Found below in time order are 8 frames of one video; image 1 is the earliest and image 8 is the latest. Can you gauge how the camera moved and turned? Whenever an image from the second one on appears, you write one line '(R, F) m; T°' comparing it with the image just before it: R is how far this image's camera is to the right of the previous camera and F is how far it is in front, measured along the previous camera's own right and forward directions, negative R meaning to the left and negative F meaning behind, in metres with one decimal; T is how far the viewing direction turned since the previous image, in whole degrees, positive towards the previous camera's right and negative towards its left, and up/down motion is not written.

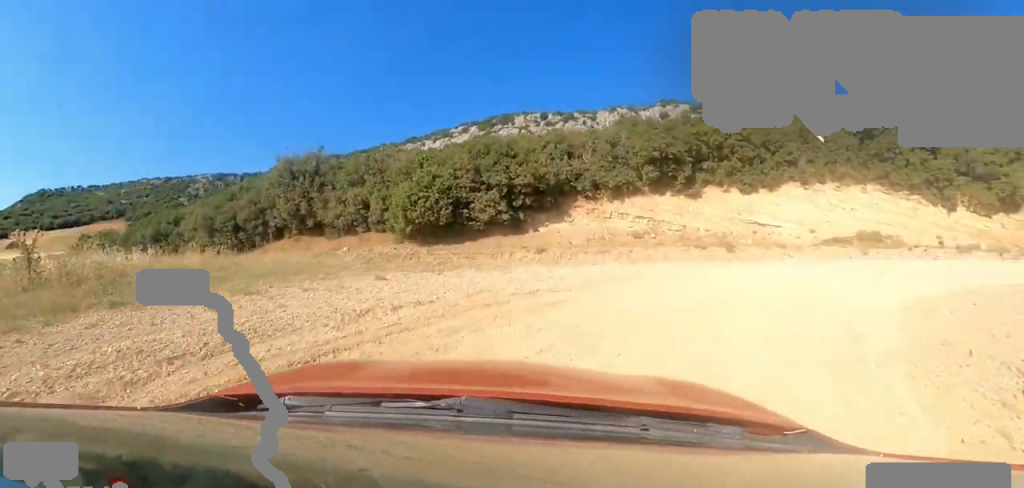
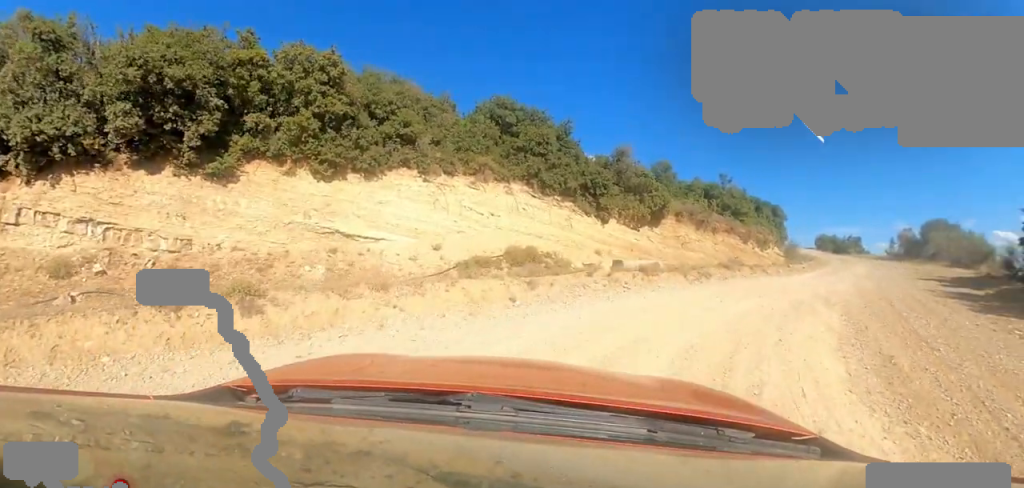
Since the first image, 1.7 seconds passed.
(+3.1, +6.9) m; +46°
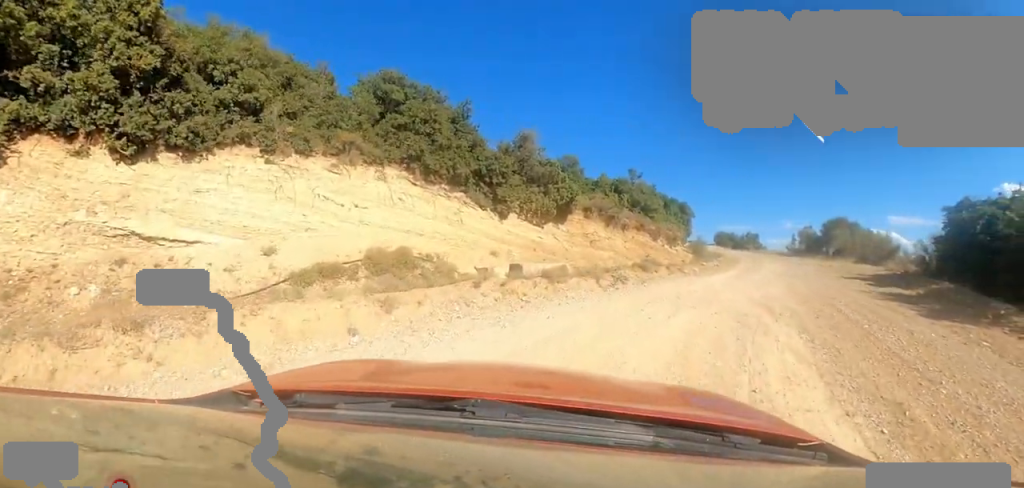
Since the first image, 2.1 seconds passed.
(+0.3, +1.9) m; +18°
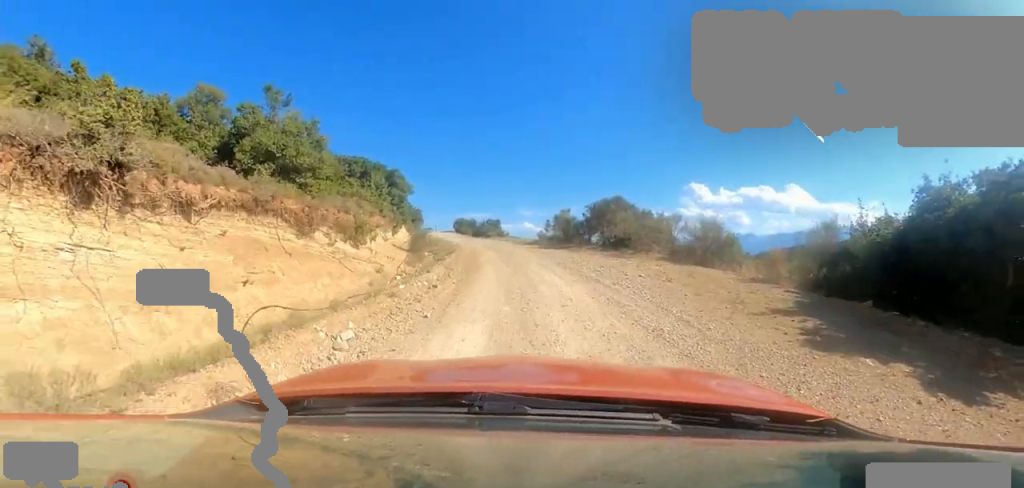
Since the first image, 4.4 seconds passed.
(+6.4, +8.1) m; +55°
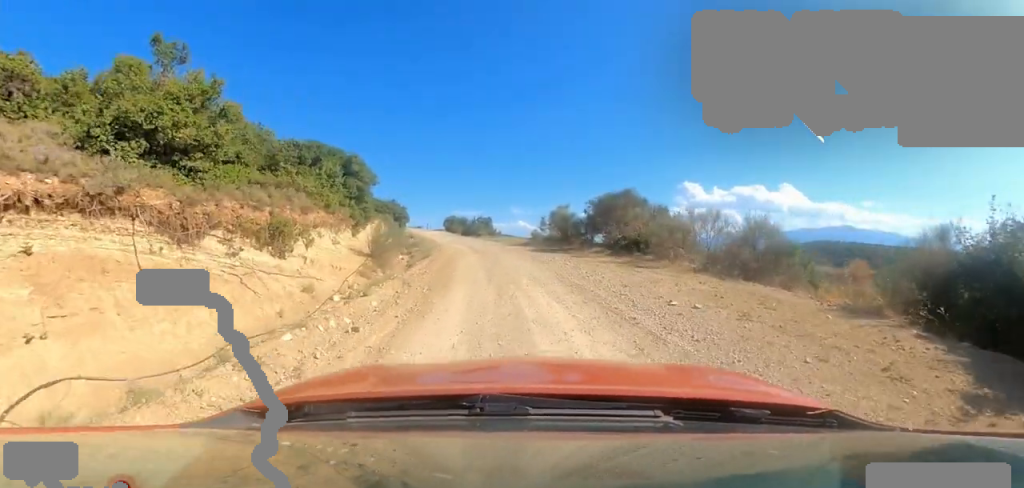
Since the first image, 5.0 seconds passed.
(0.0, +3.3) m; +5°
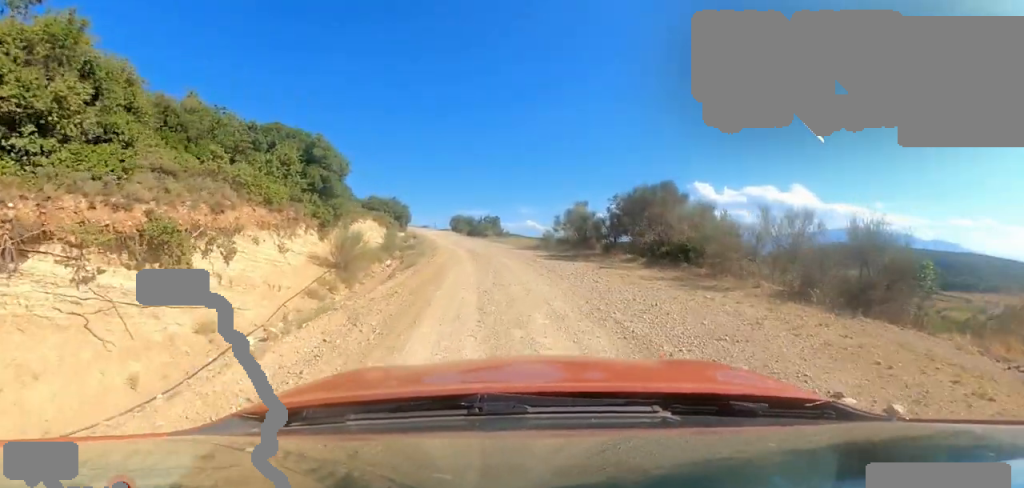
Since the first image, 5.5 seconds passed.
(+0.3, +3.0) m; +6°
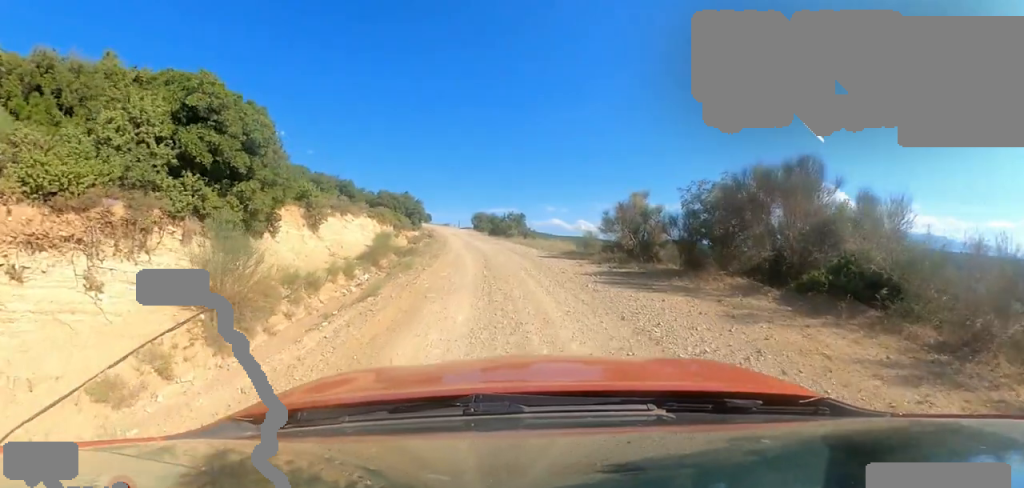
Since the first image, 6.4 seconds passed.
(+0.3, +5.1) m; -4°
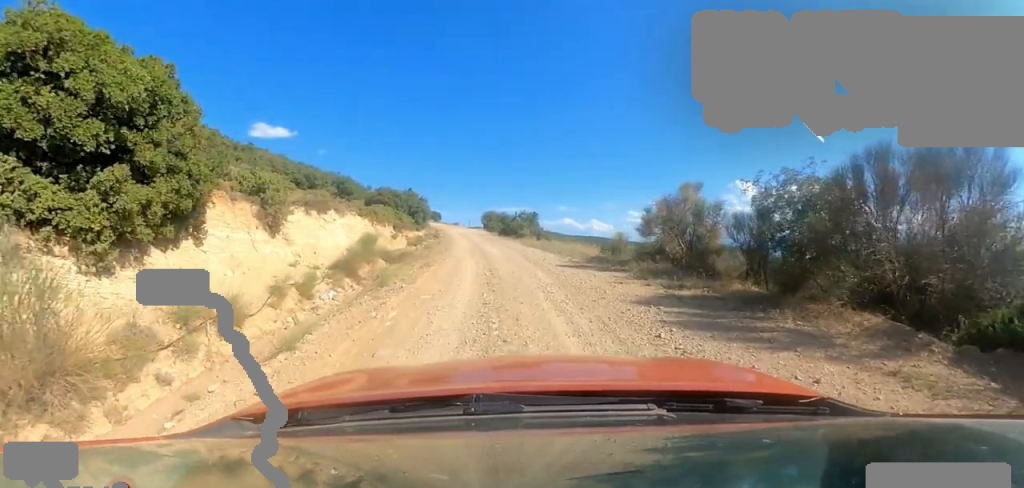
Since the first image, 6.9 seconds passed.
(0.0, +2.9) m; -4°
